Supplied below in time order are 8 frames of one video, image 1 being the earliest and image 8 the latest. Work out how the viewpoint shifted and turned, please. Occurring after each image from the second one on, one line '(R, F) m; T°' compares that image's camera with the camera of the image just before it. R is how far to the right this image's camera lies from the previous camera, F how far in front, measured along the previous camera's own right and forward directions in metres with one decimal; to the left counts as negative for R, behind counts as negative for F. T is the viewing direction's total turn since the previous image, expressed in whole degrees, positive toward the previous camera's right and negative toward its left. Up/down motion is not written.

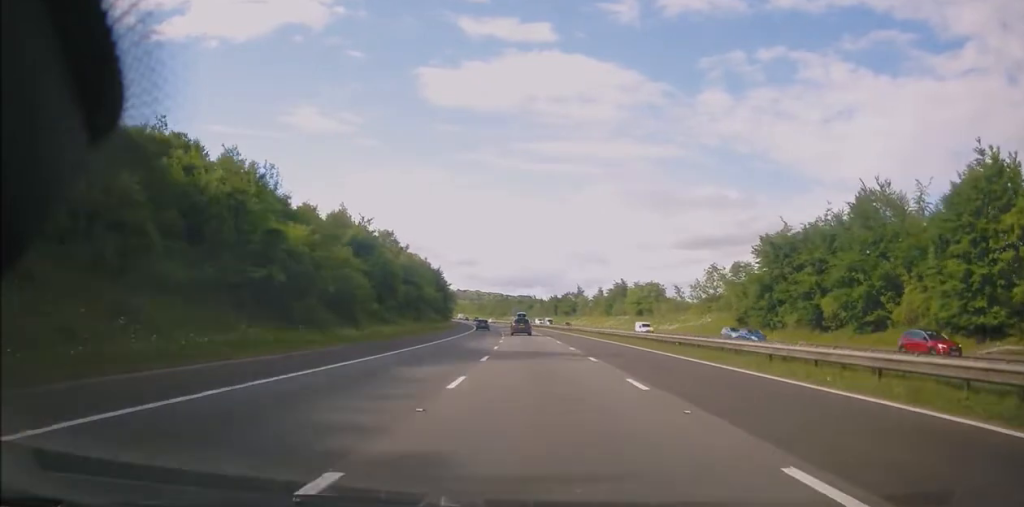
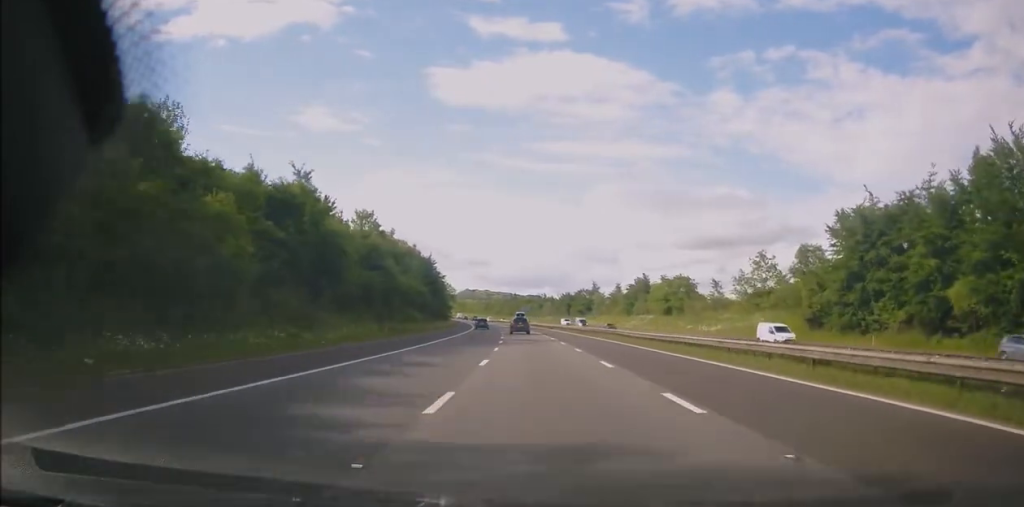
(-0.5, +20.5) m; -1°
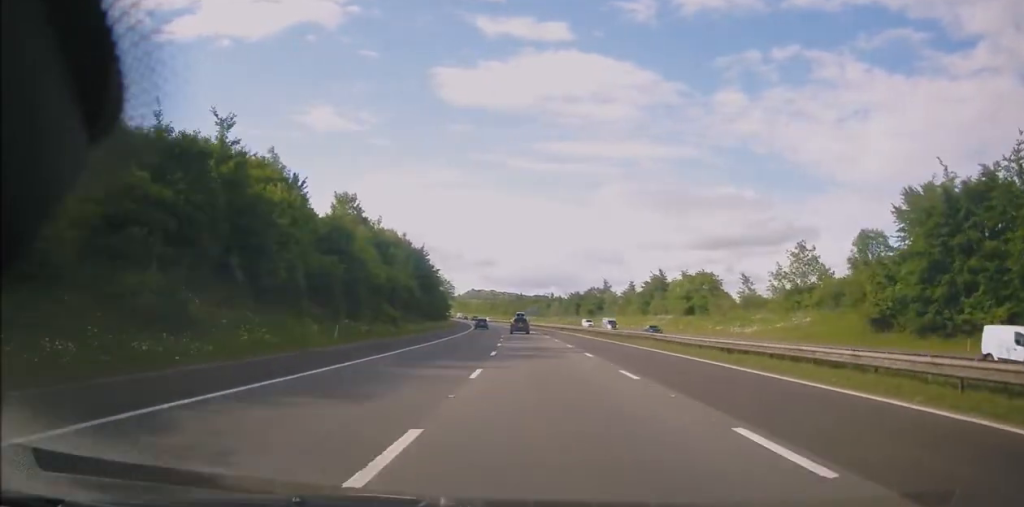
(-0.1, +12.7) m; -1°
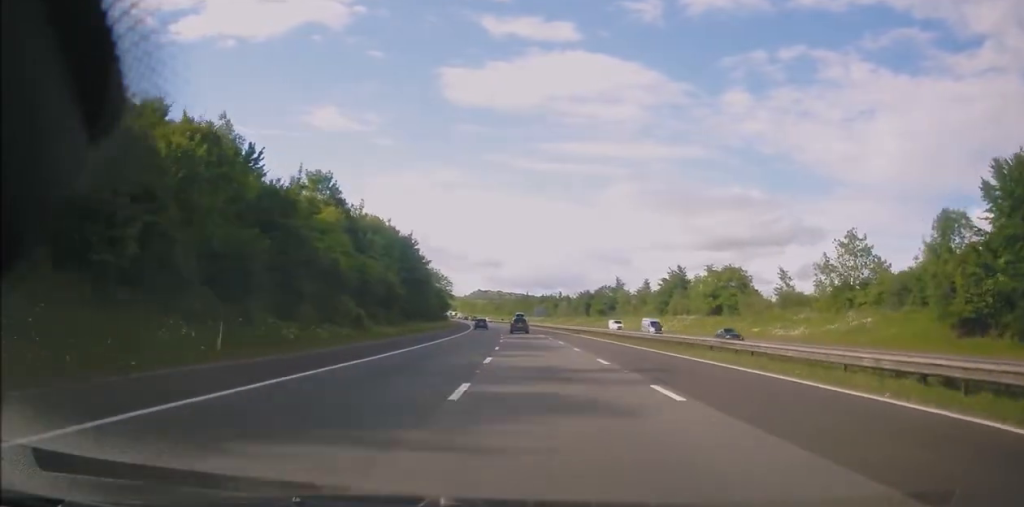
(-0.1, +12.7) m; 0°
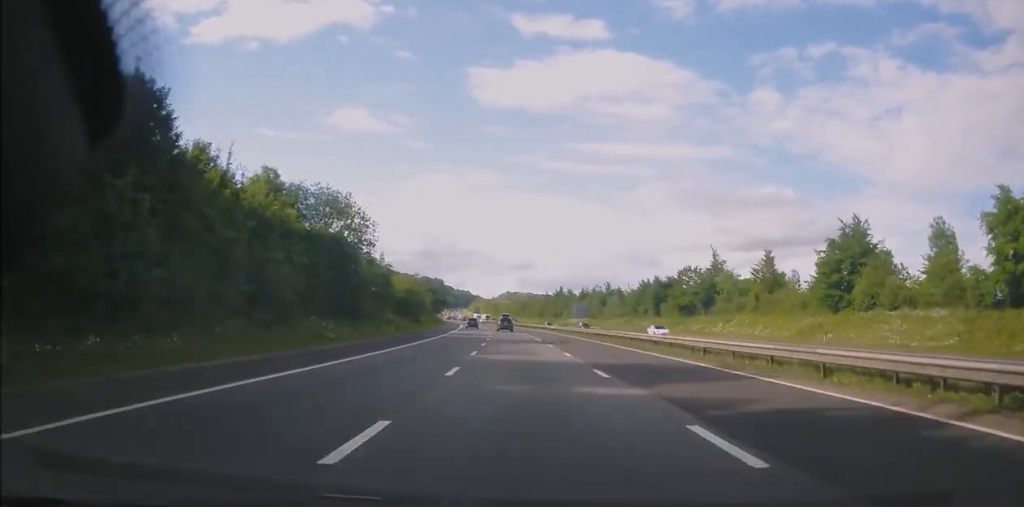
(-1.6, +67.0) m; -3°
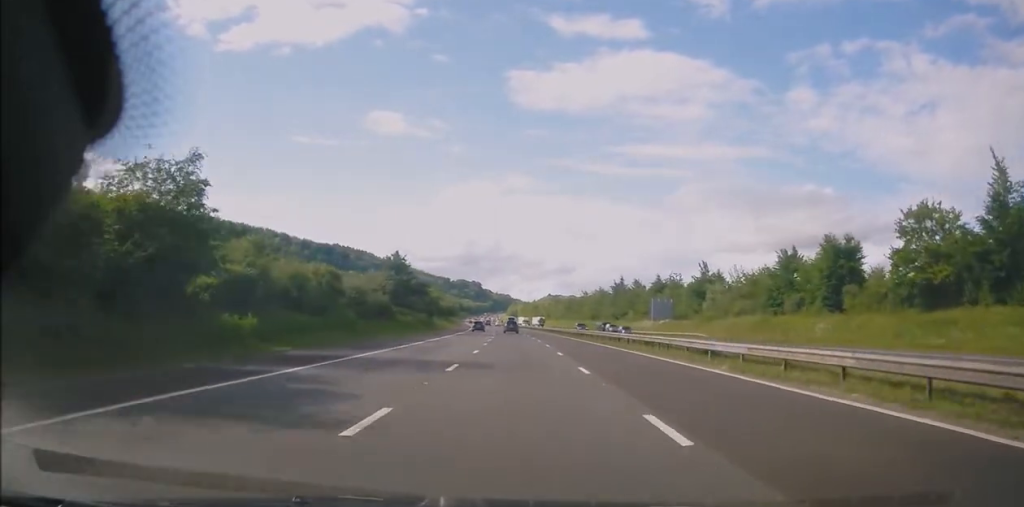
(-1.7, +62.8) m; -3°
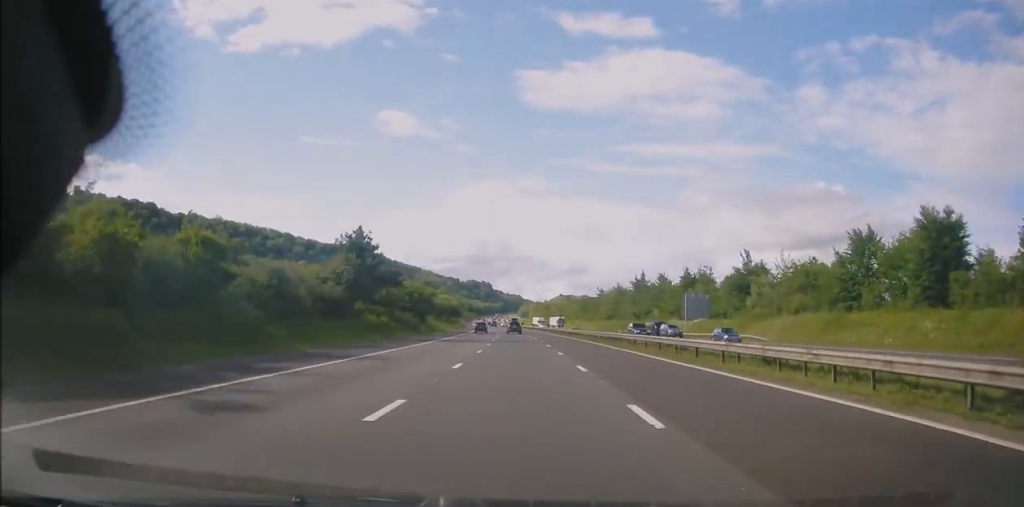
(-0.3, +17.4) m; -1°
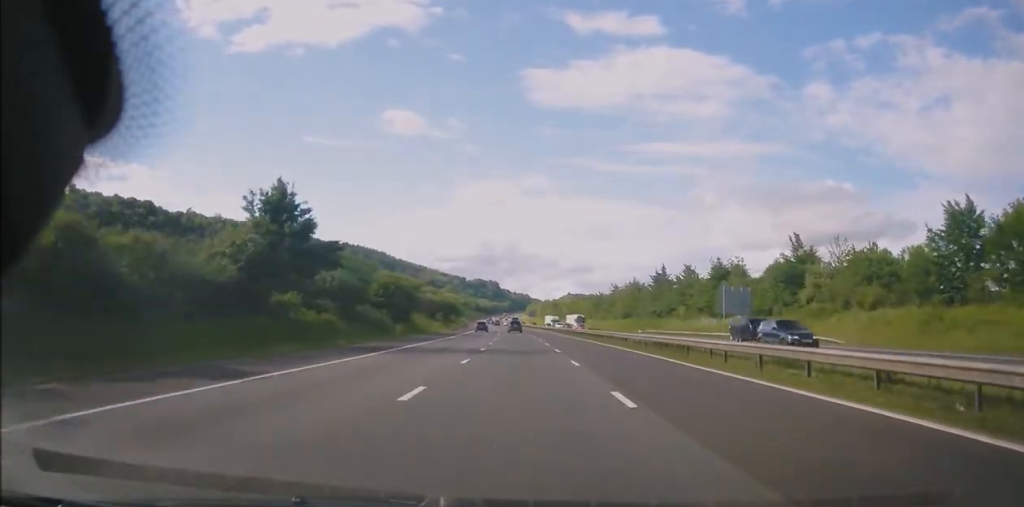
(-0.2, +16.4) m; -1°
